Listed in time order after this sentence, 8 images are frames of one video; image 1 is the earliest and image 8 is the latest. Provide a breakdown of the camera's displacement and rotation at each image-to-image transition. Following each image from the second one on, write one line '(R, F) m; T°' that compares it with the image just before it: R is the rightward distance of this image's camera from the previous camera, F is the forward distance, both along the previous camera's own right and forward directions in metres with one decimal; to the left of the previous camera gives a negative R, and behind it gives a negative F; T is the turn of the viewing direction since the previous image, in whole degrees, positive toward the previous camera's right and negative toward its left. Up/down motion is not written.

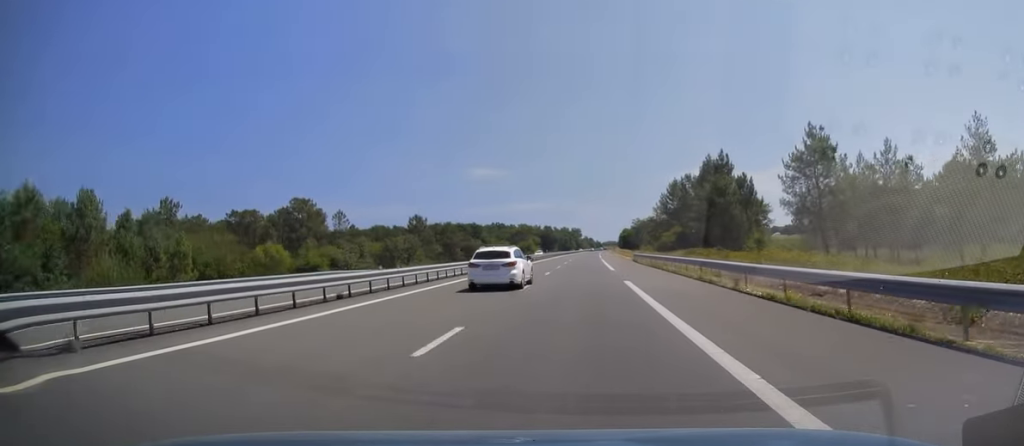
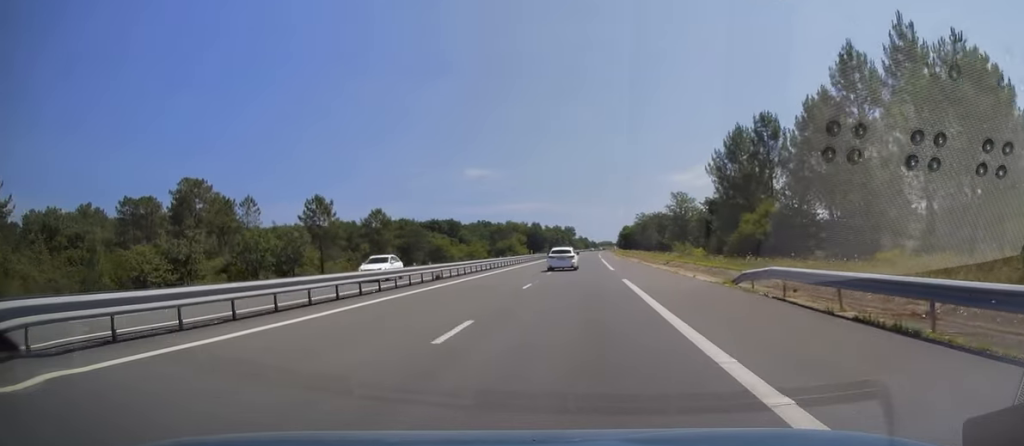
(+0.2, +51.0) m; +1°
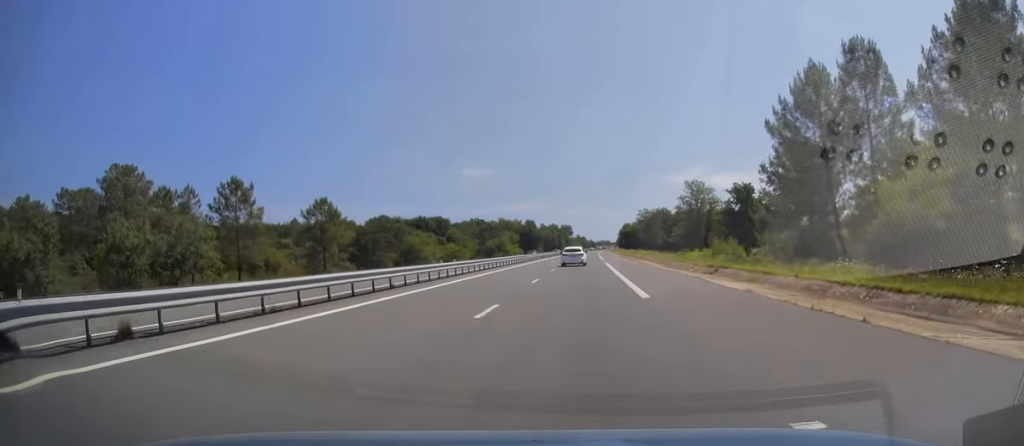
(+0.3, +22.6) m; 0°
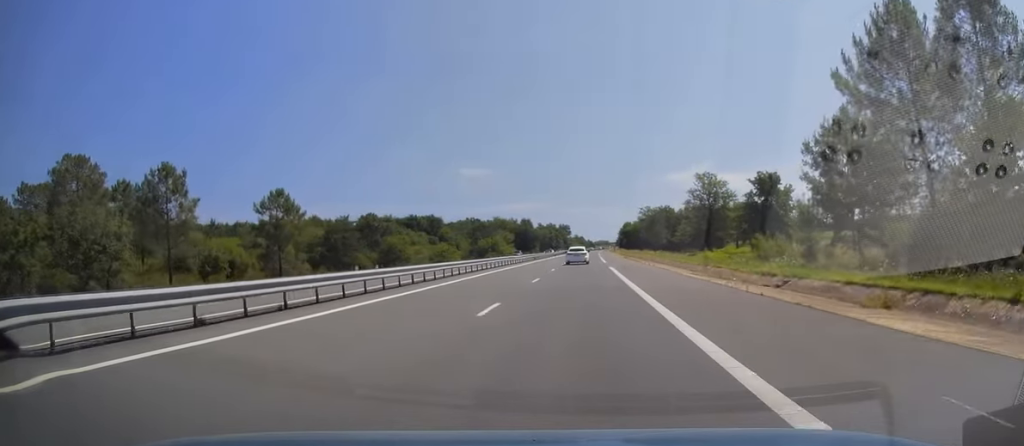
(-0.1, +12.7) m; 0°
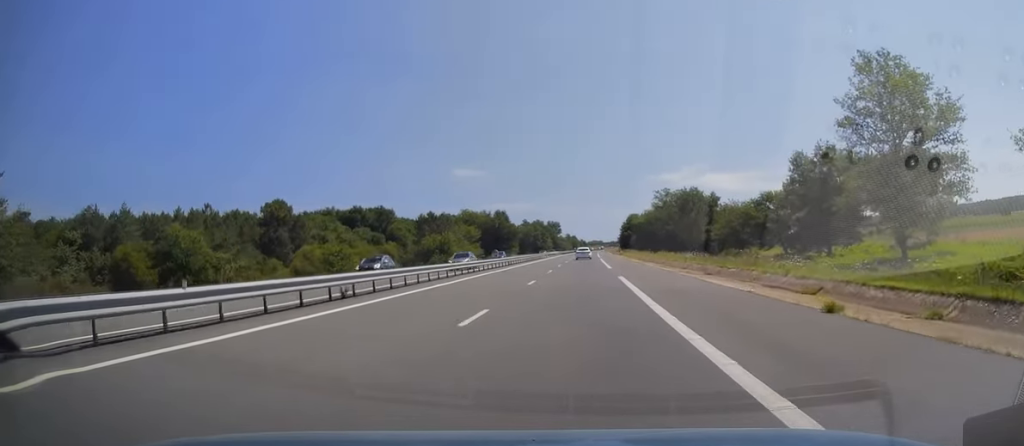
(+0.4, +66.8) m; +1°
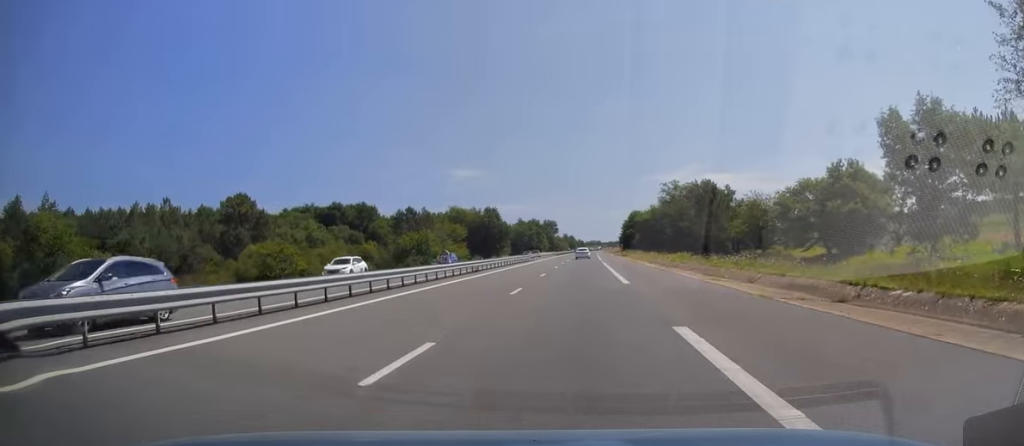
(0.0, +18.2) m; 0°
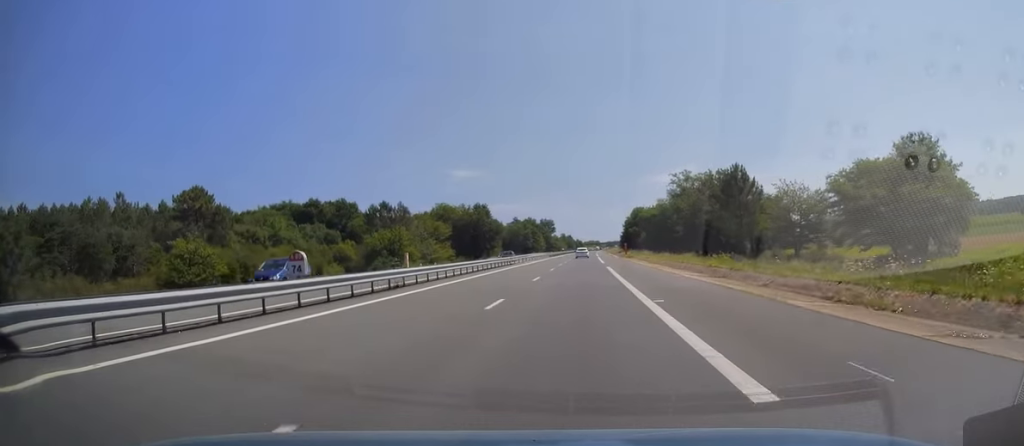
(0.0, +17.7) m; 0°
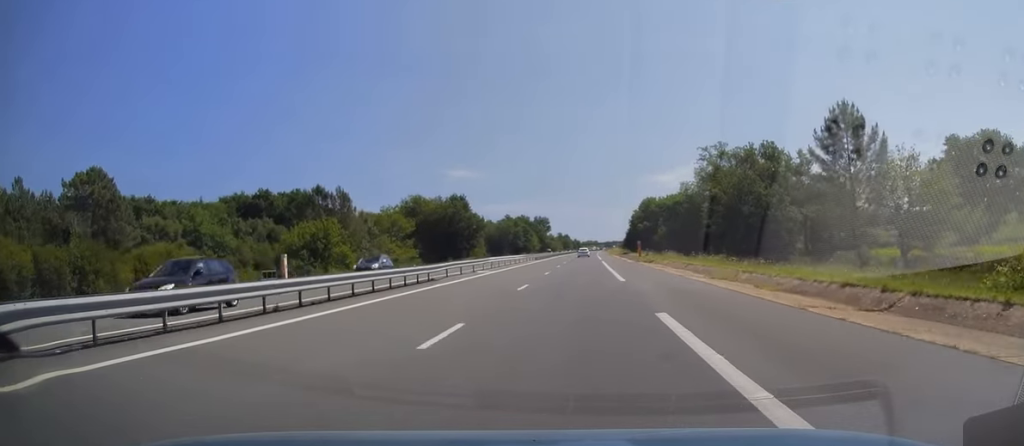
(0.0, +31.9) m; 0°
